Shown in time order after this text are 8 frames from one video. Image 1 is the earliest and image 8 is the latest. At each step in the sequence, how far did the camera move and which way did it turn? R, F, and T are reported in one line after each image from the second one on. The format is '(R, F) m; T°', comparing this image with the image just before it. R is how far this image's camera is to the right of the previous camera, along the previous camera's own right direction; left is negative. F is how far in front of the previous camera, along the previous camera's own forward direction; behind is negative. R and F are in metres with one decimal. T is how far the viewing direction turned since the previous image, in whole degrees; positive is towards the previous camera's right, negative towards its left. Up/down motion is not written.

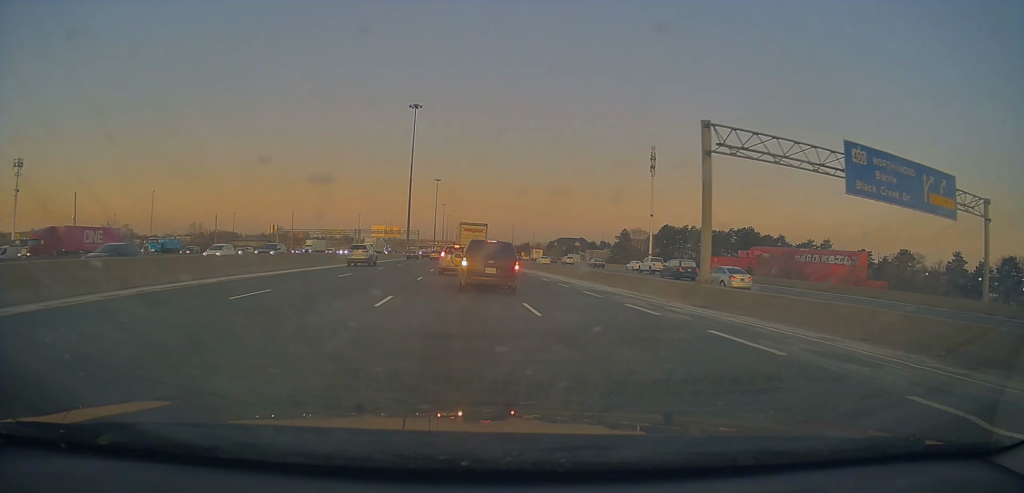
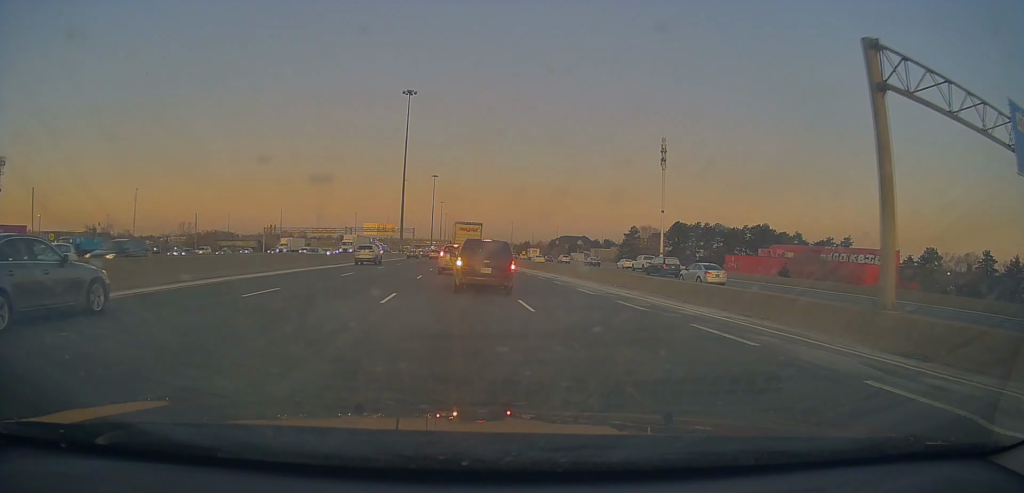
(0.0, +11.3) m; 0°
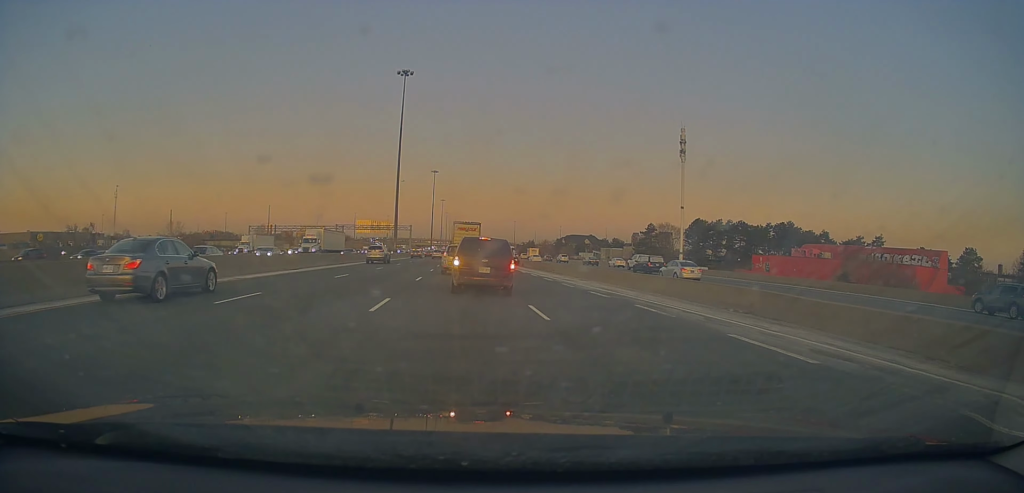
(0.0, +14.0) m; 0°
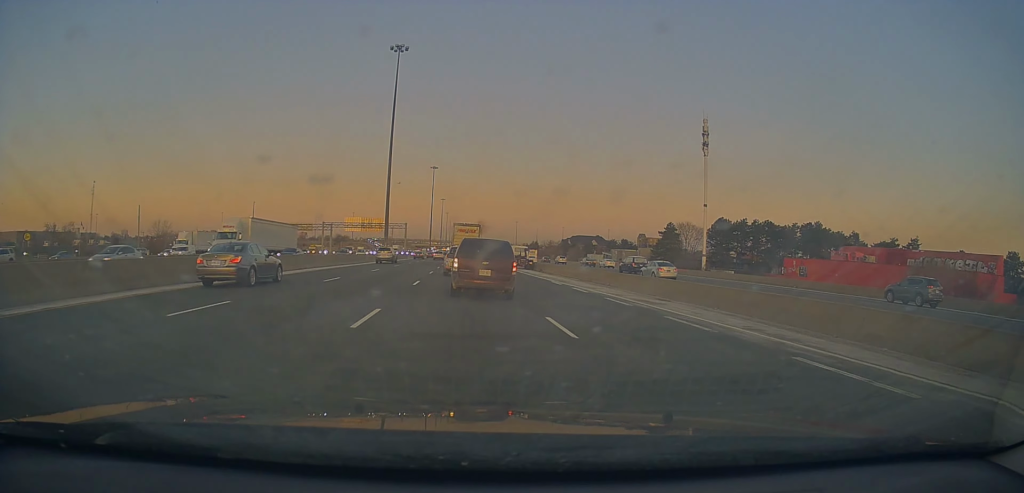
(0.0, +14.6) m; 0°
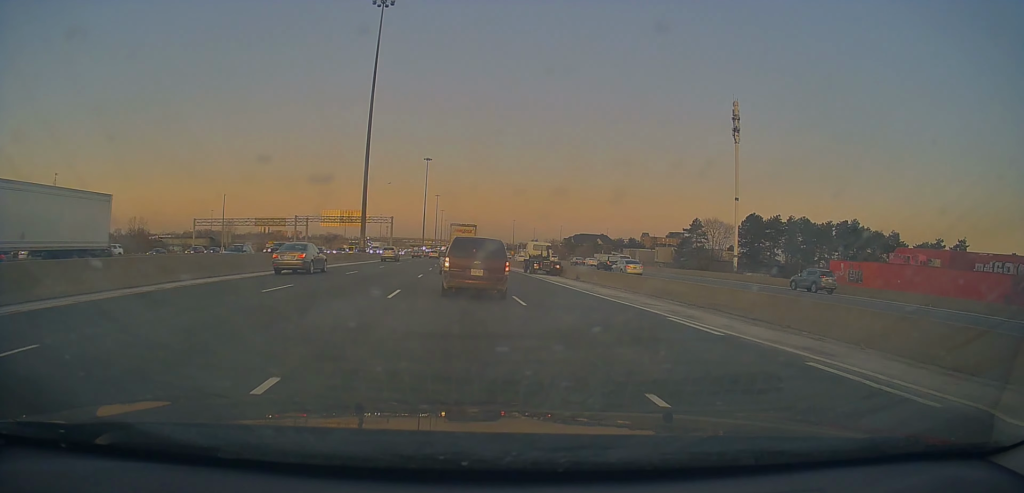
(0.0, +19.1) m; +1°
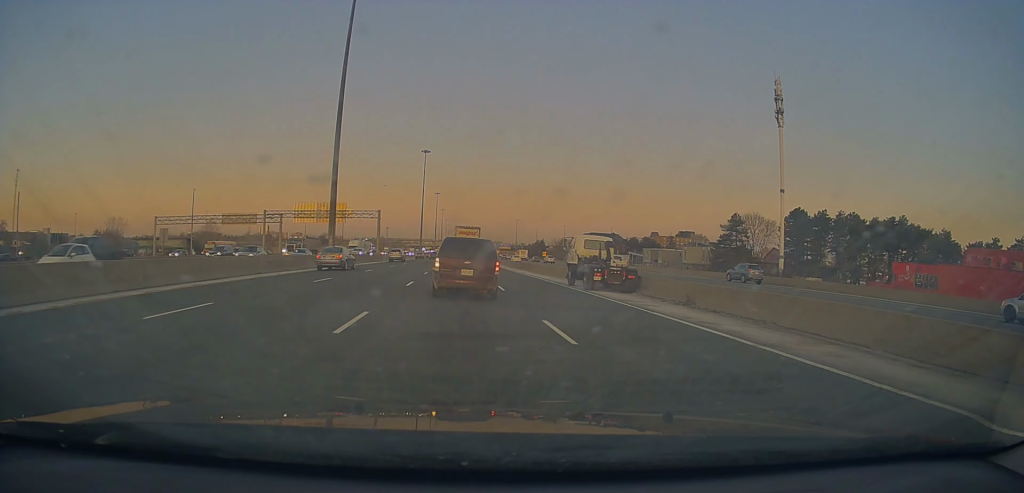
(+0.3, +18.5) m; 0°
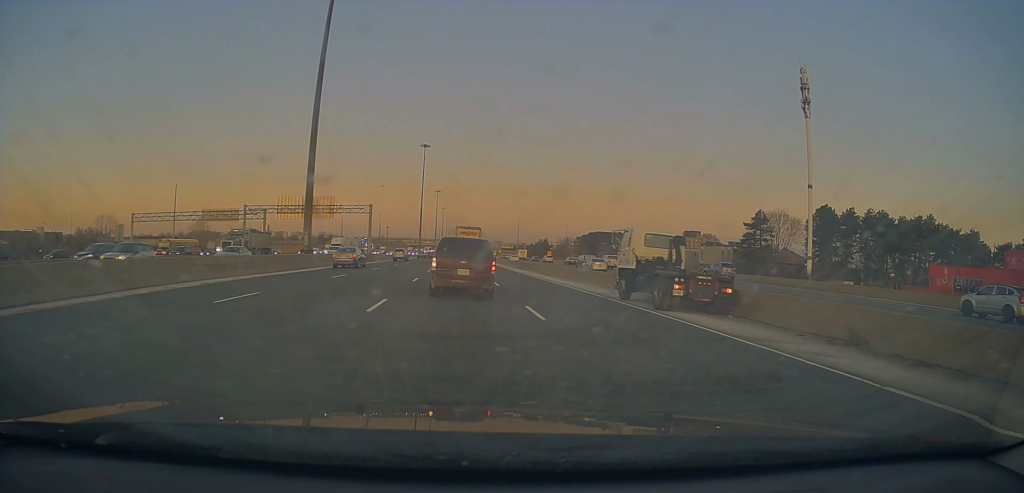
(+0.1, +9.2) m; 0°
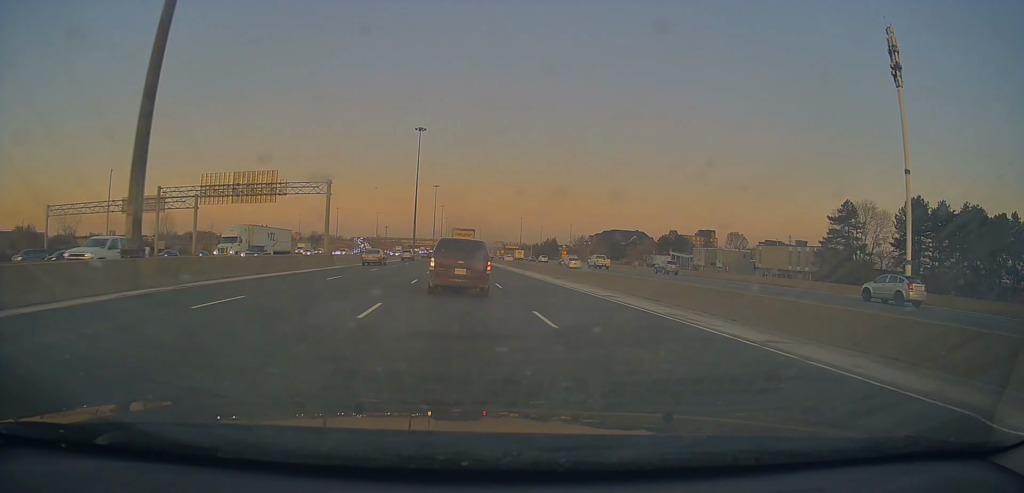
(-0.2, +25.3) m; 0°
